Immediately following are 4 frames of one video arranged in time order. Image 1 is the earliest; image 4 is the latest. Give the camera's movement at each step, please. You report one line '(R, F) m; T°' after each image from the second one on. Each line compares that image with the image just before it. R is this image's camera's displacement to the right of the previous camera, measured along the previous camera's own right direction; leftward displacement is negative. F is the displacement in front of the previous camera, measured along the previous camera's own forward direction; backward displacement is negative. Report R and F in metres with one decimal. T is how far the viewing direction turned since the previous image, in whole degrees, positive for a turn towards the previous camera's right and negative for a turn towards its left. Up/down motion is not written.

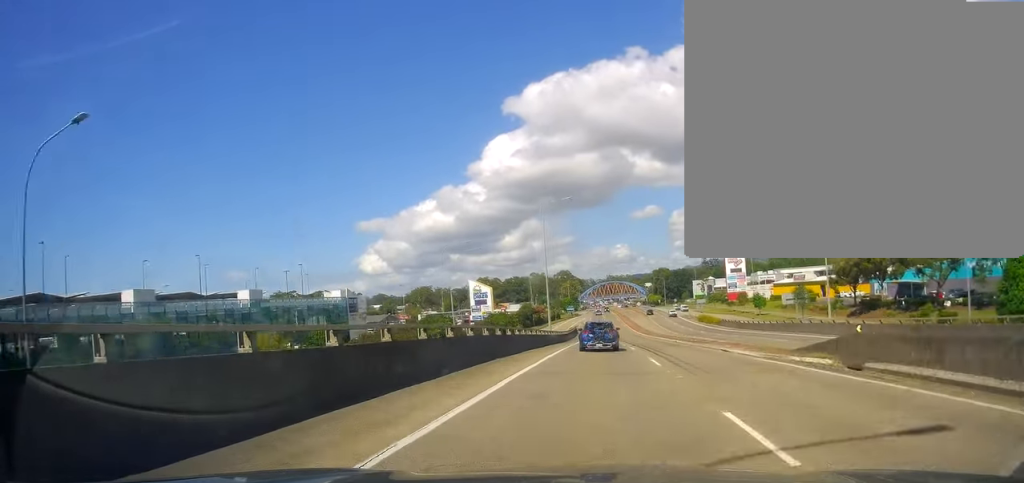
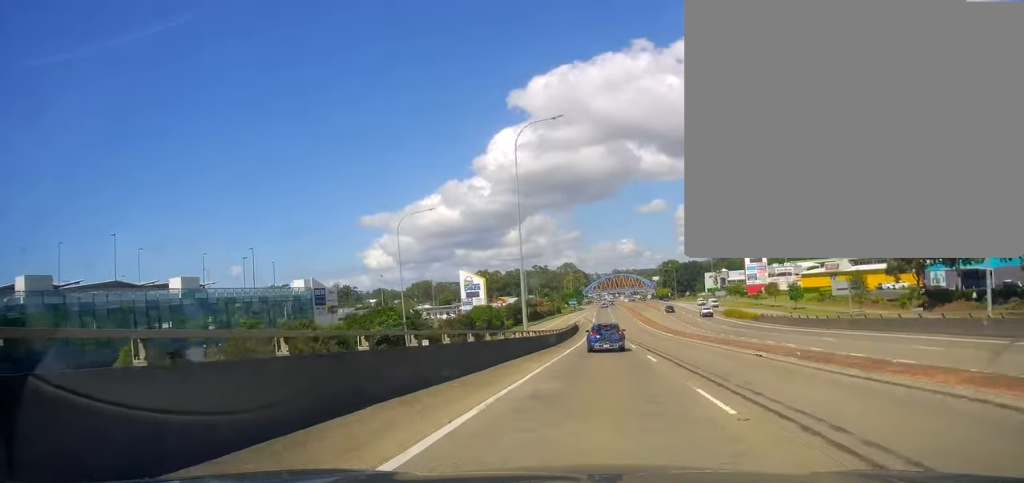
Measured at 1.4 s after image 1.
(-0.1, +20.5) m; 0°
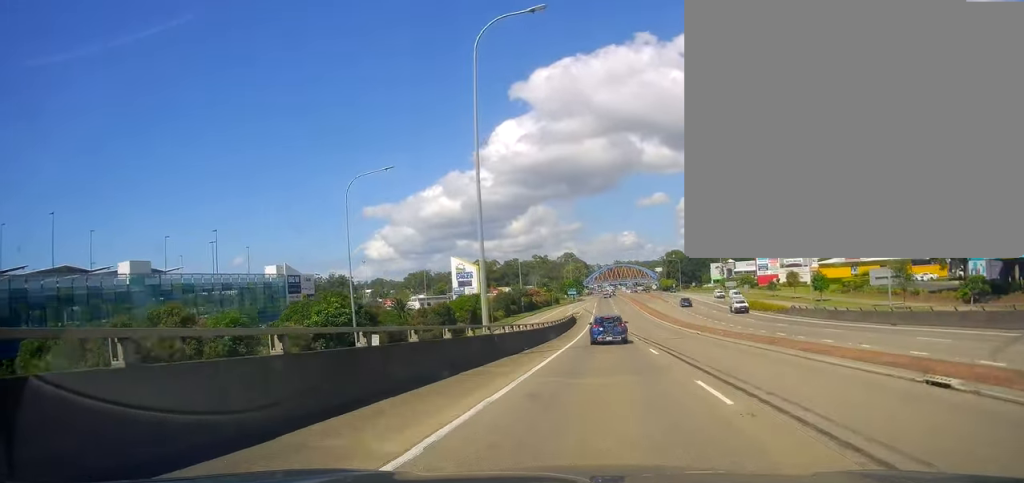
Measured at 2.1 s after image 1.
(+0.1, +11.7) m; 0°
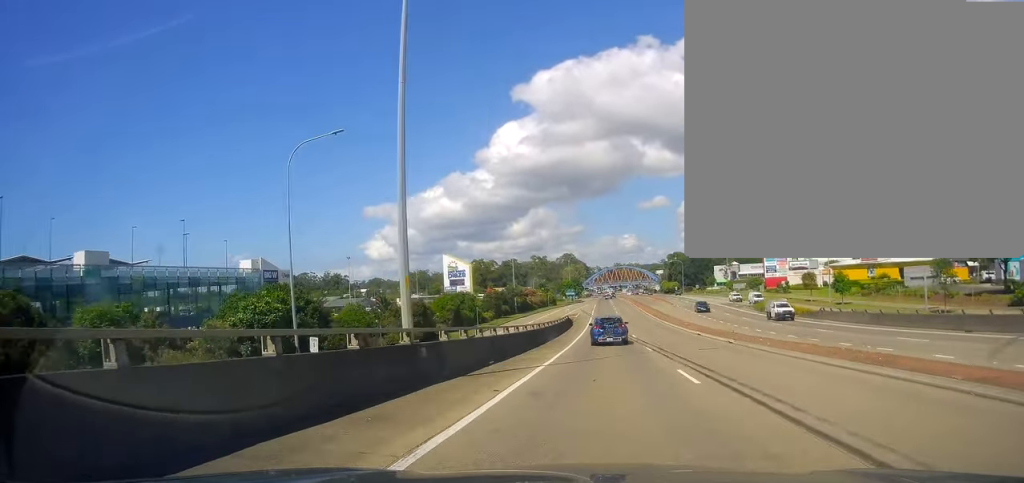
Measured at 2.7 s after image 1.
(-0.1, +8.7) m; -1°
